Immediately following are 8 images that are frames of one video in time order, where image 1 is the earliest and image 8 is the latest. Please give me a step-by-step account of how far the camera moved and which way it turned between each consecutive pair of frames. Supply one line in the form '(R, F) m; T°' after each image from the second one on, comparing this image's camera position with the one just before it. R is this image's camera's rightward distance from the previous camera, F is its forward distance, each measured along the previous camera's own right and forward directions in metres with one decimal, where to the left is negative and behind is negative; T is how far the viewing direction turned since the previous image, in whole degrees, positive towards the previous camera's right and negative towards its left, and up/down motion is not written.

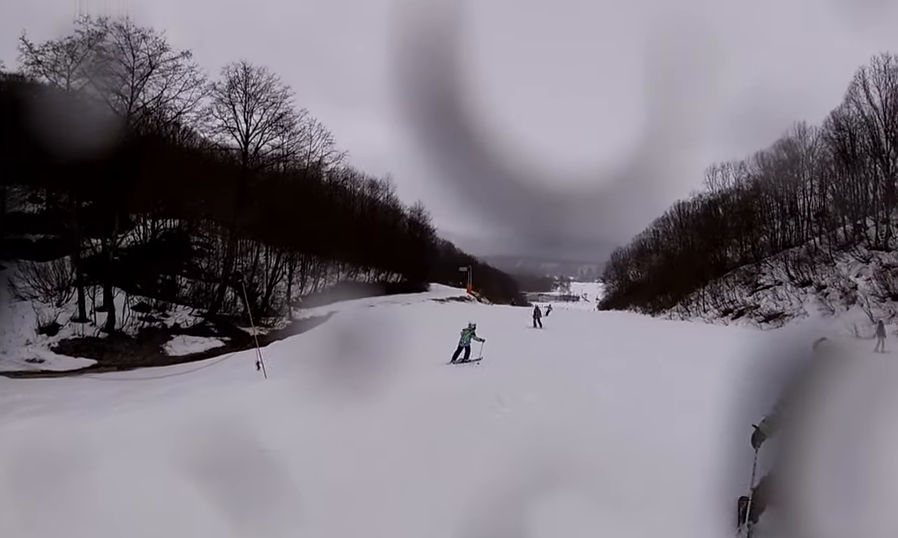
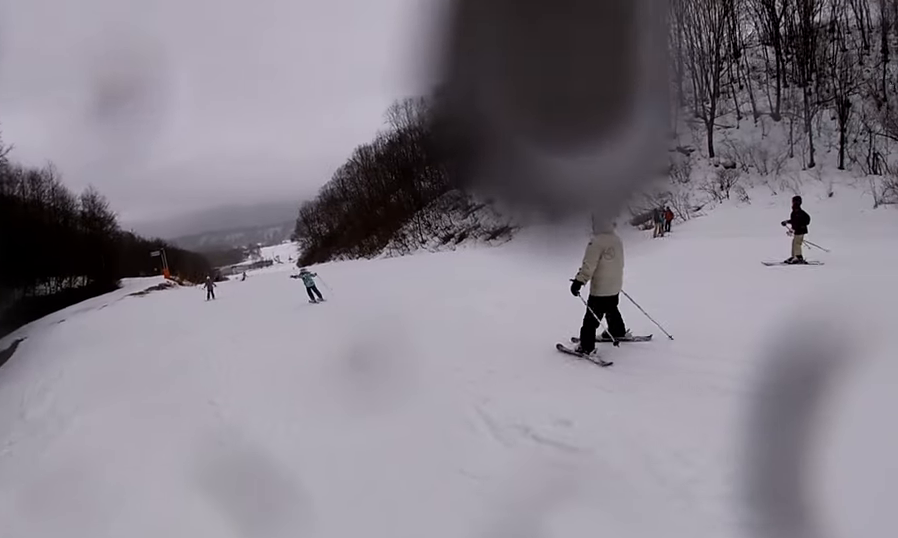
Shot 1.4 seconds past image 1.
(+1.5, +5.3) m; +42°
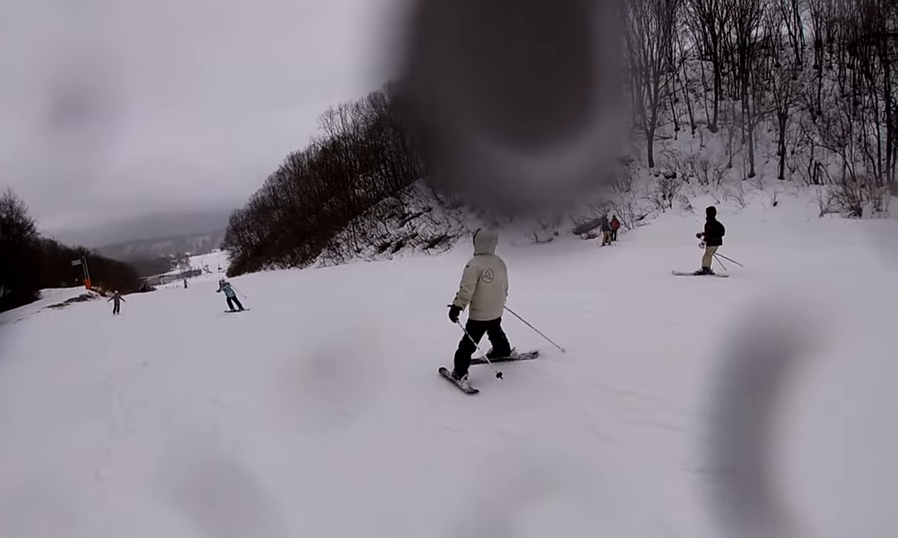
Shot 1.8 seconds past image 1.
(+0.3, +2.0) m; +8°
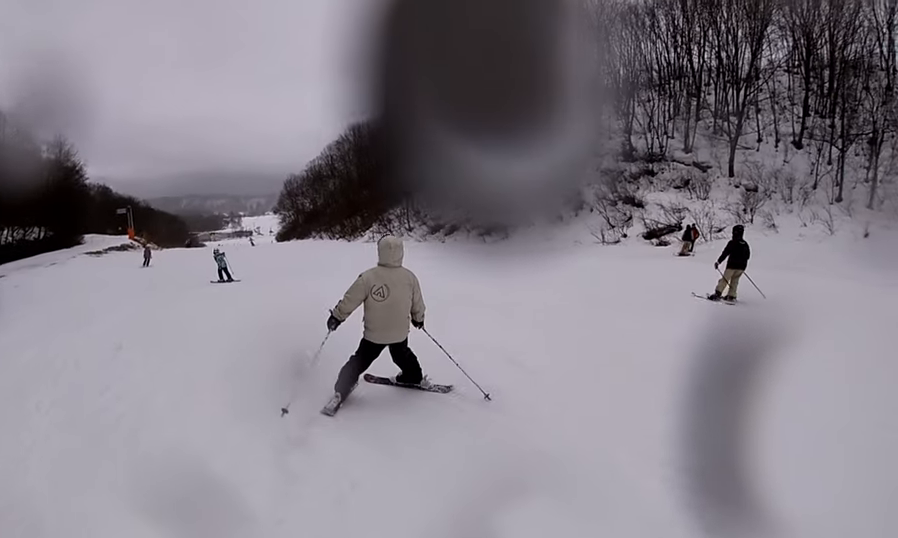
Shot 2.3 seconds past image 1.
(+0.5, +2.6) m; -17°
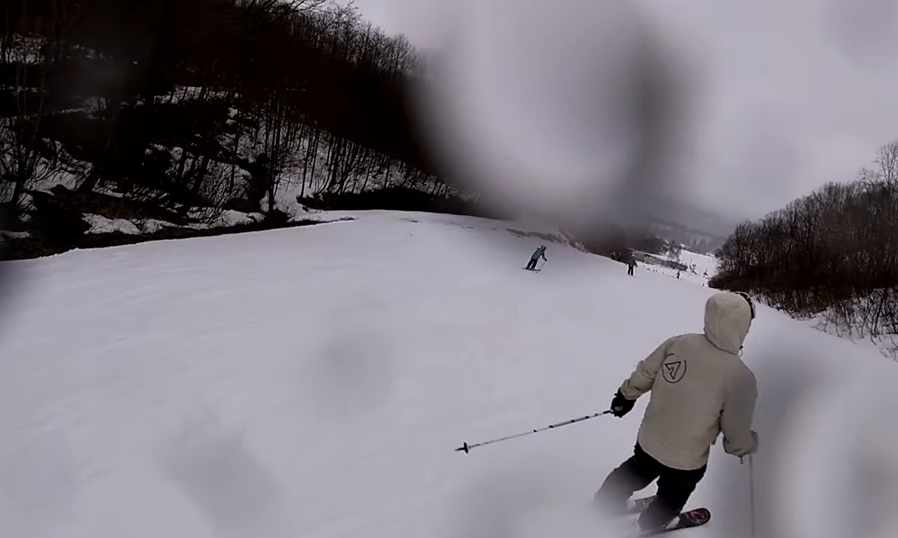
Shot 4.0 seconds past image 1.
(-3.7, +5.8) m; -41°
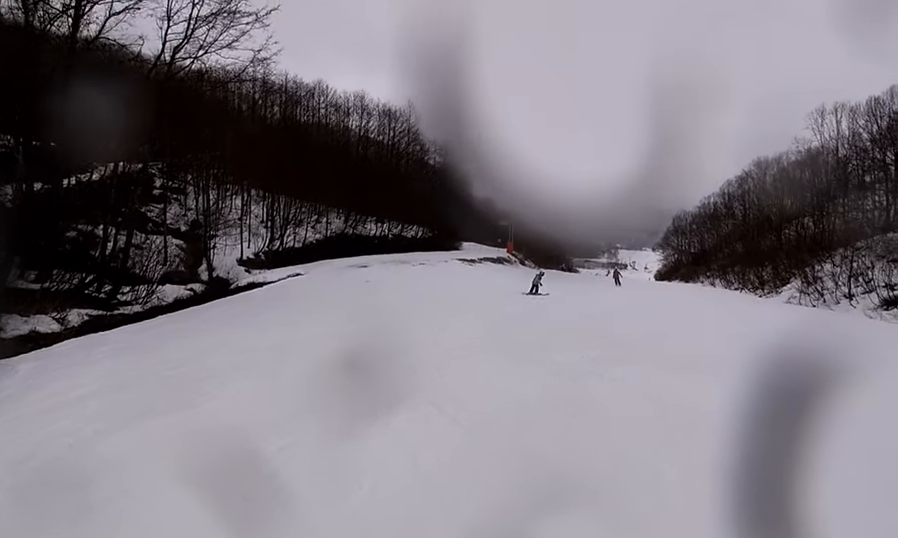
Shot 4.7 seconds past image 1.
(+0.4, +3.0) m; +1°
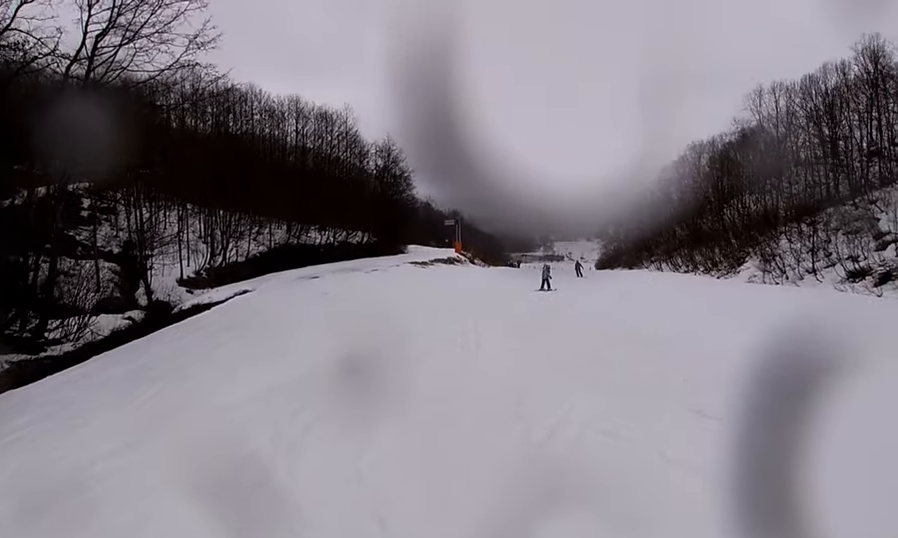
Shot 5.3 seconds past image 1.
(-0.4, +2.9) m; +15°
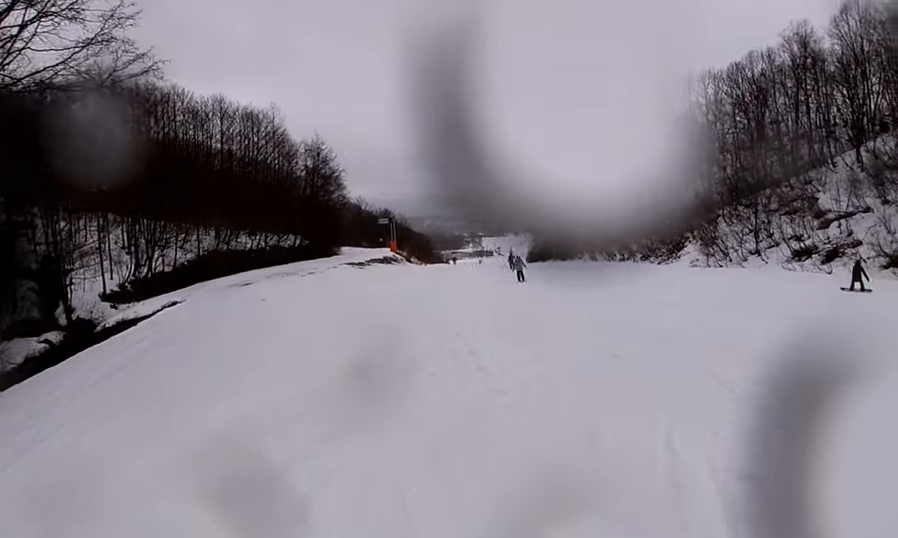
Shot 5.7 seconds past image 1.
(-0.6, +1.8) m; +11°
